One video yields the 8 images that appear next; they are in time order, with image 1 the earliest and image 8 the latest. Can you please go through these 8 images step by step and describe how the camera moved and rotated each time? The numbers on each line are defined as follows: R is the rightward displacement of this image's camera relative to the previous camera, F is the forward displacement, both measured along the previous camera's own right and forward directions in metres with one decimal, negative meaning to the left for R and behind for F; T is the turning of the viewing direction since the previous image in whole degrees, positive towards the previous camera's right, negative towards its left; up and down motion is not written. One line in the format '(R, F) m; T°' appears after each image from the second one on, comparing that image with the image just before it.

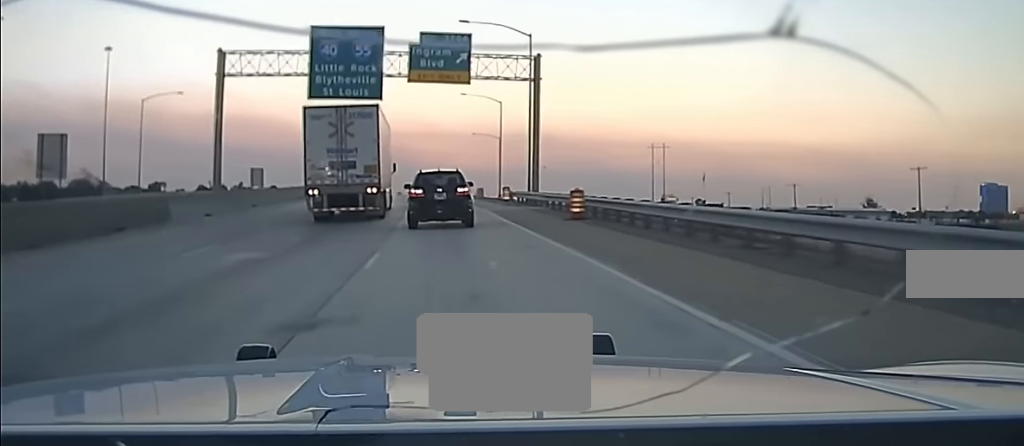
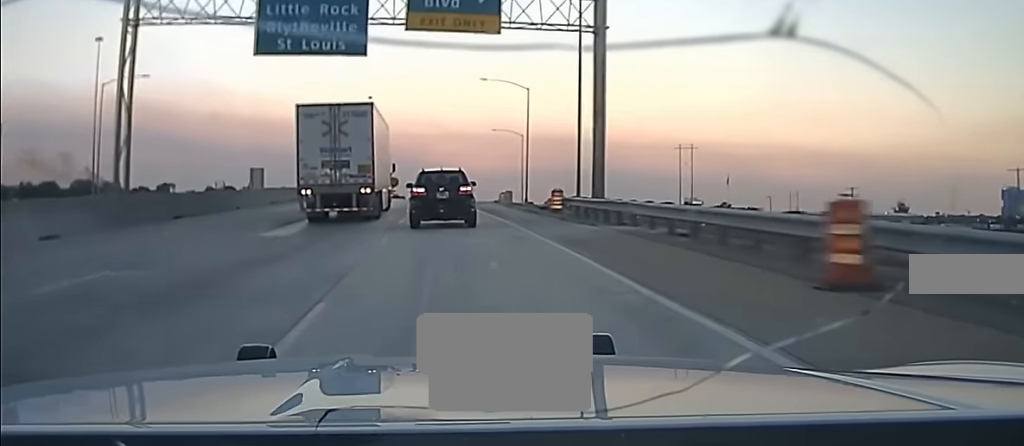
(-0.3, +16.1) m; -1°
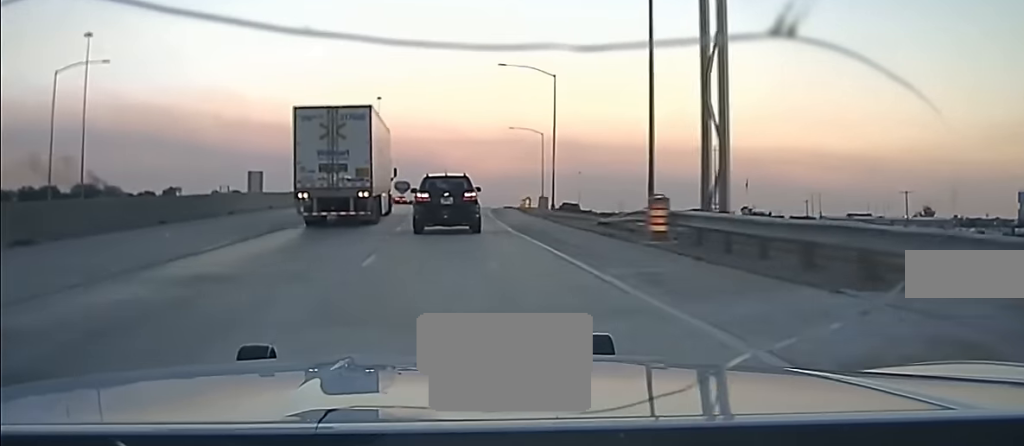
(0.0, +14.8) m; -1°
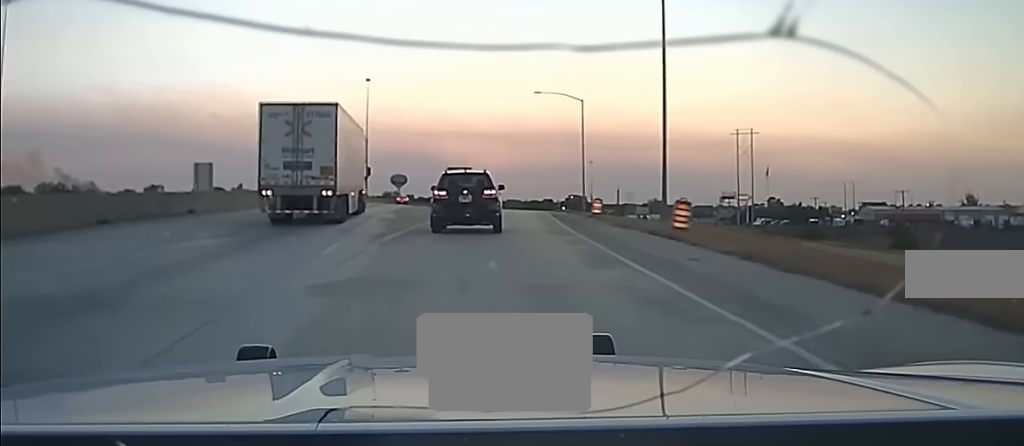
(-0.5, +31.0) m; 0°
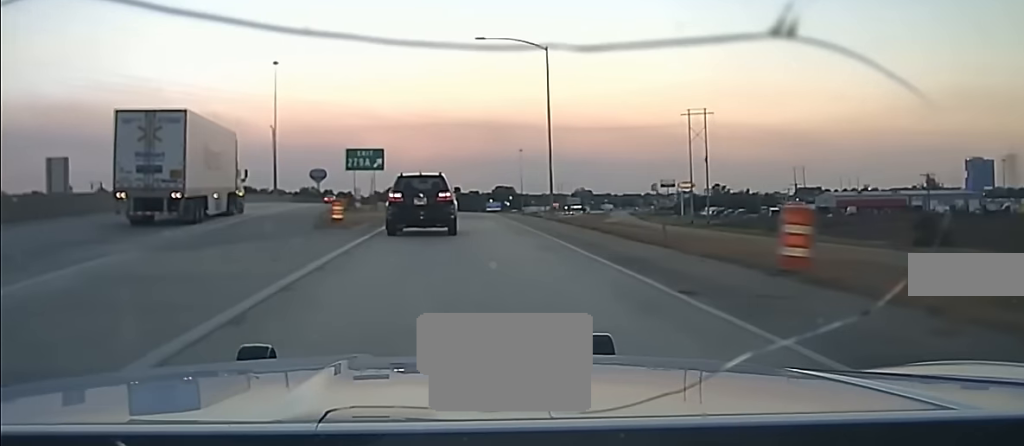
(+1.4, +46.4) m; +4°
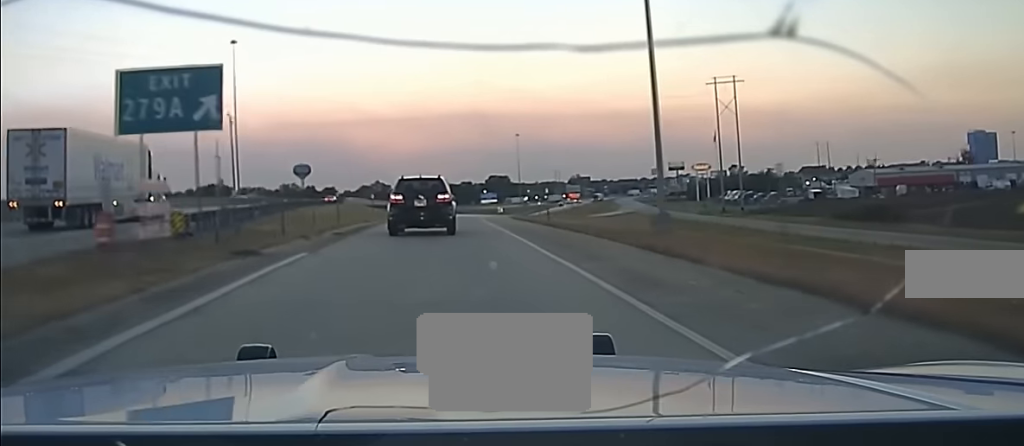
(+2.3, +66.6) m; +3°
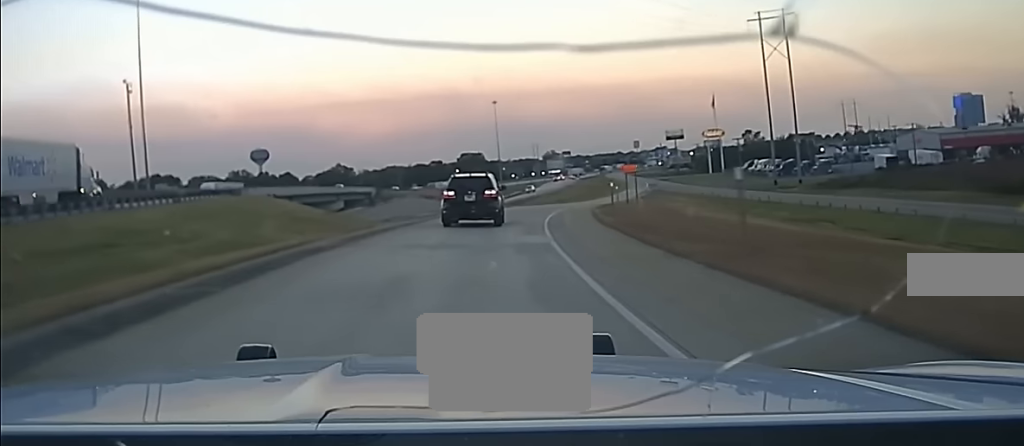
(+0.3, +29.8) m; +3°
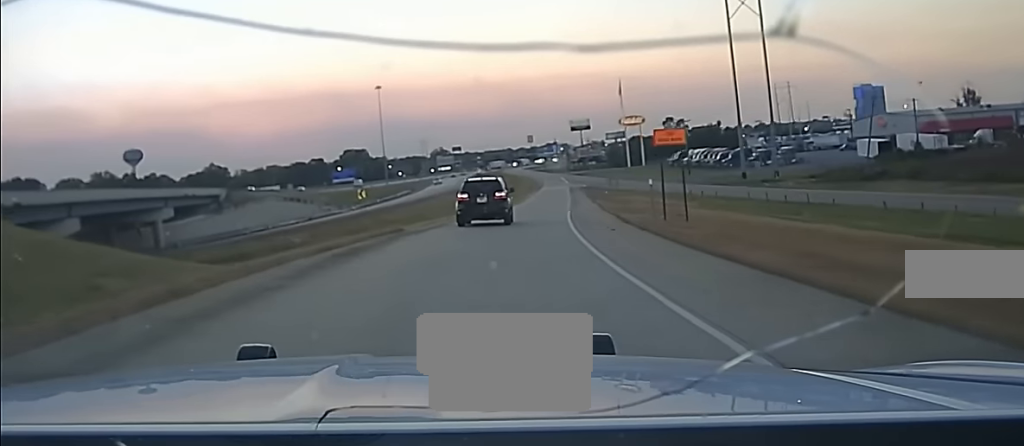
(+5.4, +68.5) m; +8°
